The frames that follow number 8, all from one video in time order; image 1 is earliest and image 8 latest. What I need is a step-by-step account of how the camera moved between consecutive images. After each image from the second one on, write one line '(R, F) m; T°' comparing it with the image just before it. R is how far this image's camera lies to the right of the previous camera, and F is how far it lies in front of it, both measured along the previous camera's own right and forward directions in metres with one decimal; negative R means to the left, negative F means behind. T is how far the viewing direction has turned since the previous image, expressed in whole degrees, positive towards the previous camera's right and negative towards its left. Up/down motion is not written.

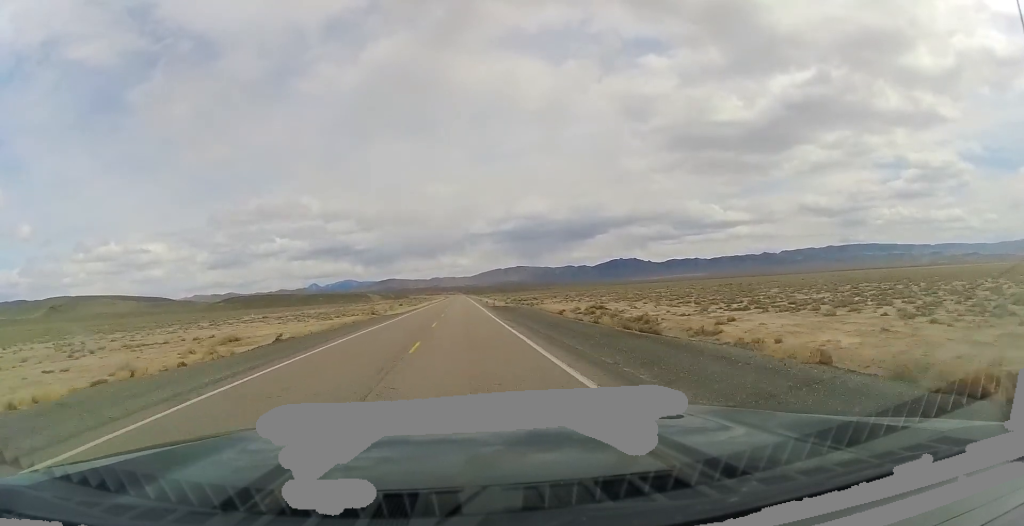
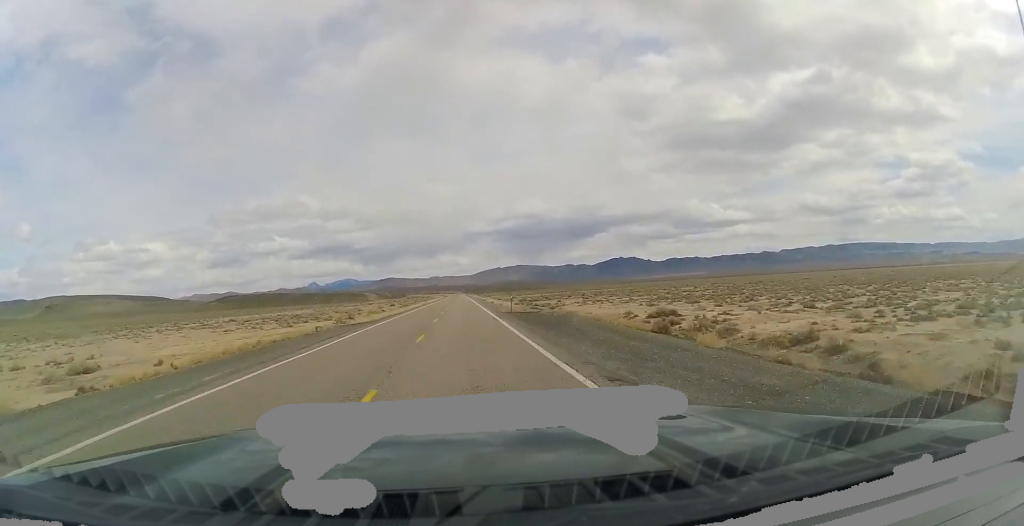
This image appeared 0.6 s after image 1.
(-0.1, +21.9) m; 0°
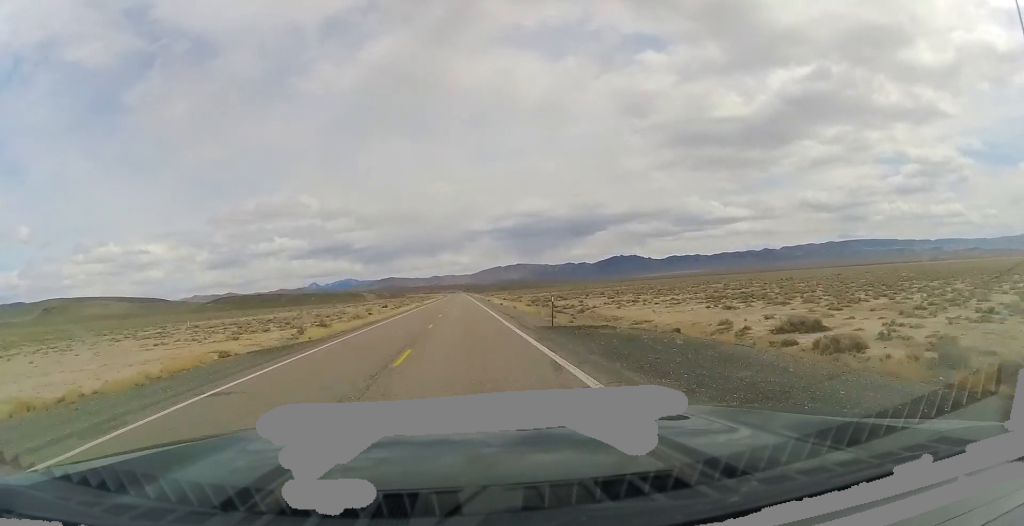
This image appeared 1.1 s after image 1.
(+0.1, +18.3) m; 0°
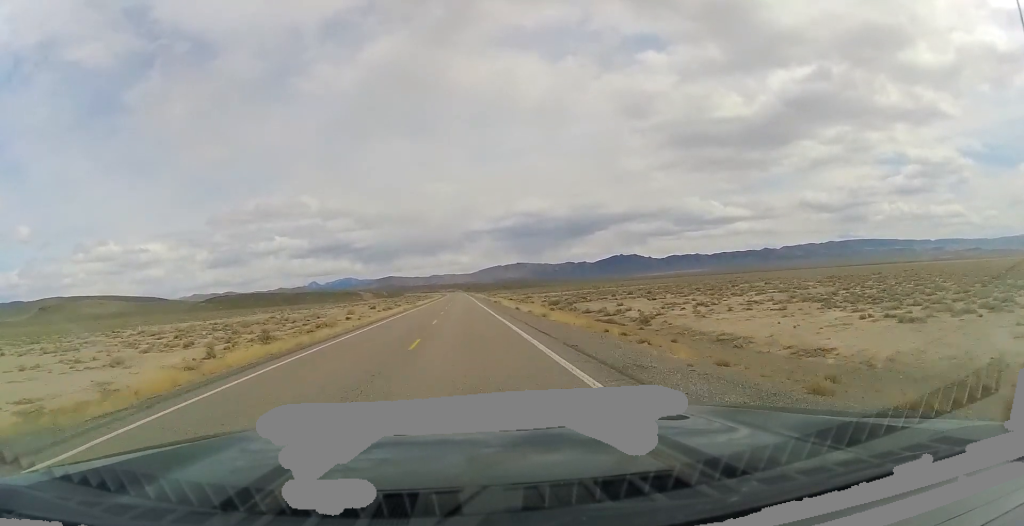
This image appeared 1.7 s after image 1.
(+0.1, +20.7) m; 0°
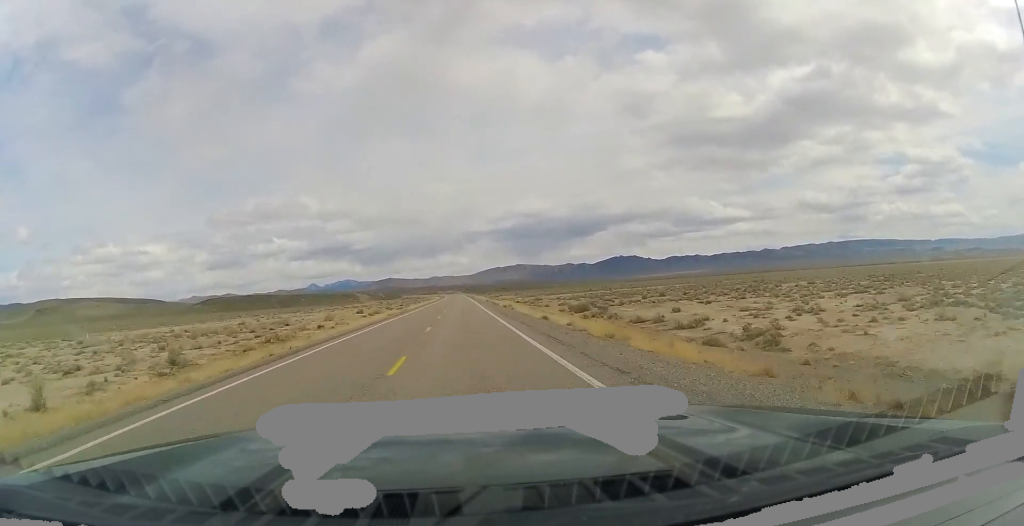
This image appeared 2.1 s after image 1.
(-0.1, +17.1) m; 0°
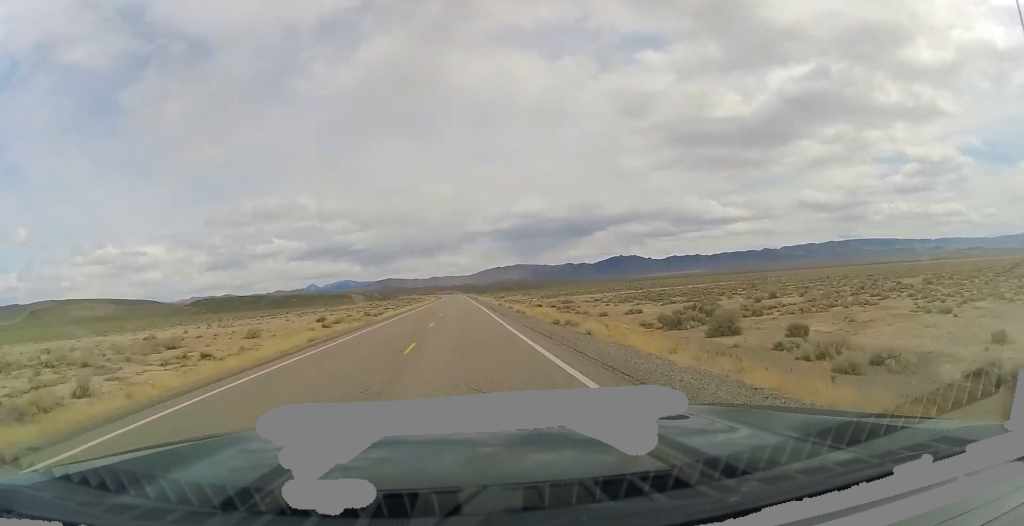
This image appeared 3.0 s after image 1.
(-0.1, +32.9) m; 0°
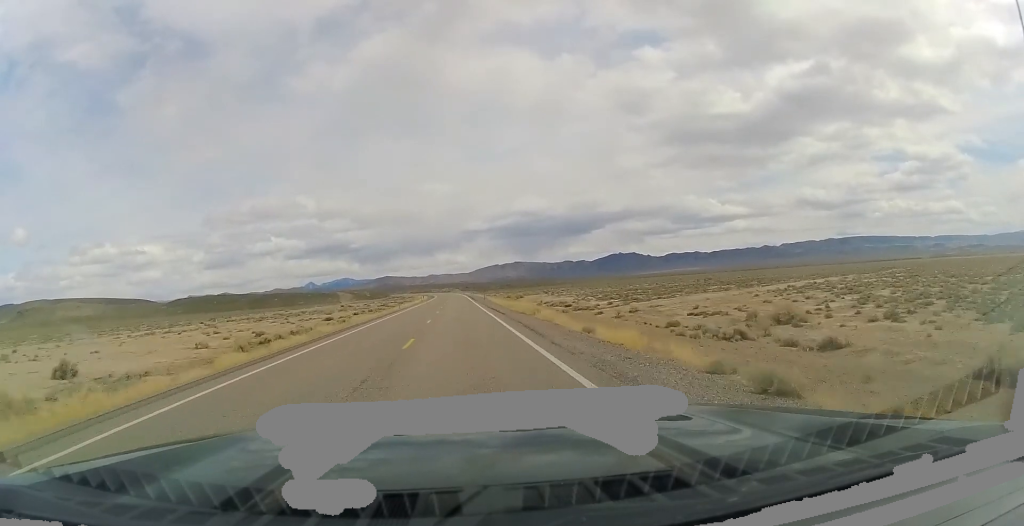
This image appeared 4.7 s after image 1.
(+1.0, +60.8) m; +1°
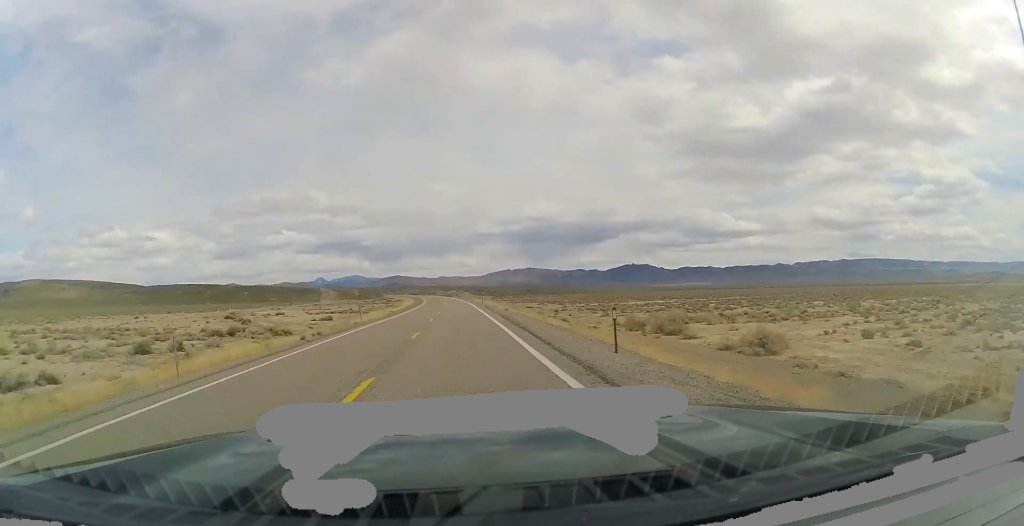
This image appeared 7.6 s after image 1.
(-3.0, +106.0) m; -3°
